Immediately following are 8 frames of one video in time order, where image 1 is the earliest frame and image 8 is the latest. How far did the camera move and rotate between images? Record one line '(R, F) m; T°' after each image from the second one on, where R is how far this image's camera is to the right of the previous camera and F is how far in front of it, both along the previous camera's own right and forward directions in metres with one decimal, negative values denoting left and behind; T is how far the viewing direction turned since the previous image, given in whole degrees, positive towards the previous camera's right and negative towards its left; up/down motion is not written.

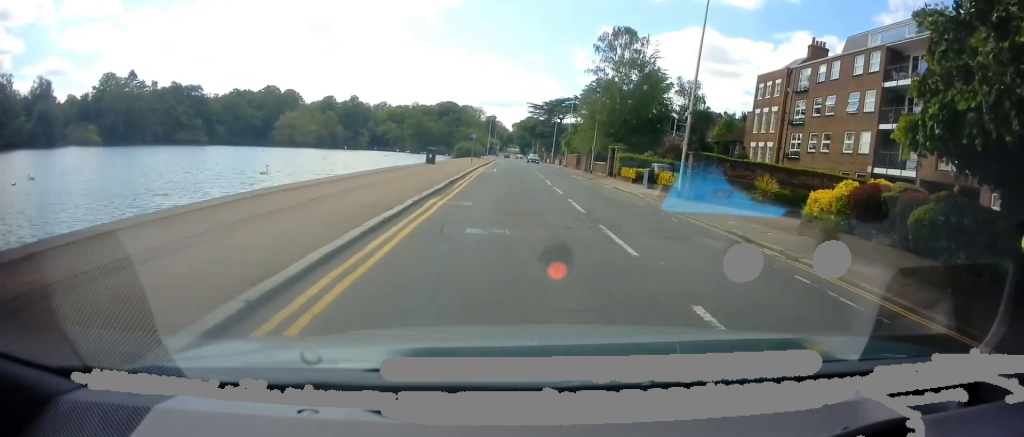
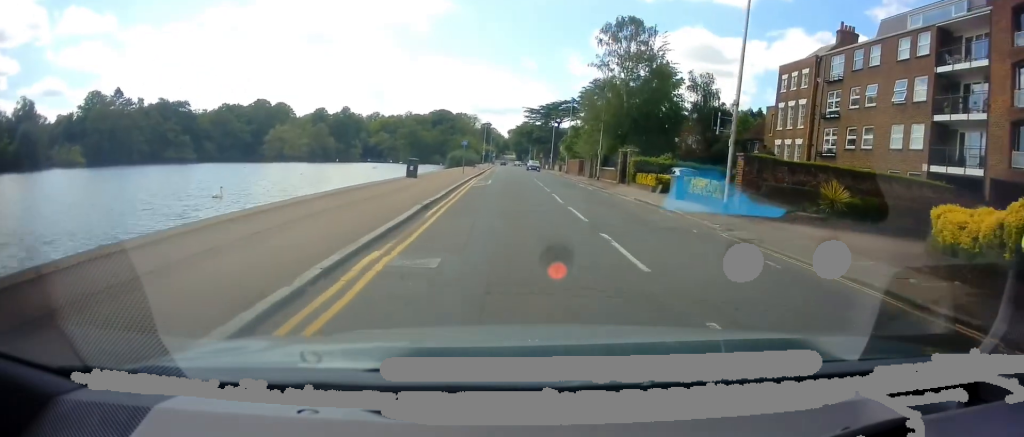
(-0.2, +6.0) m; -2°
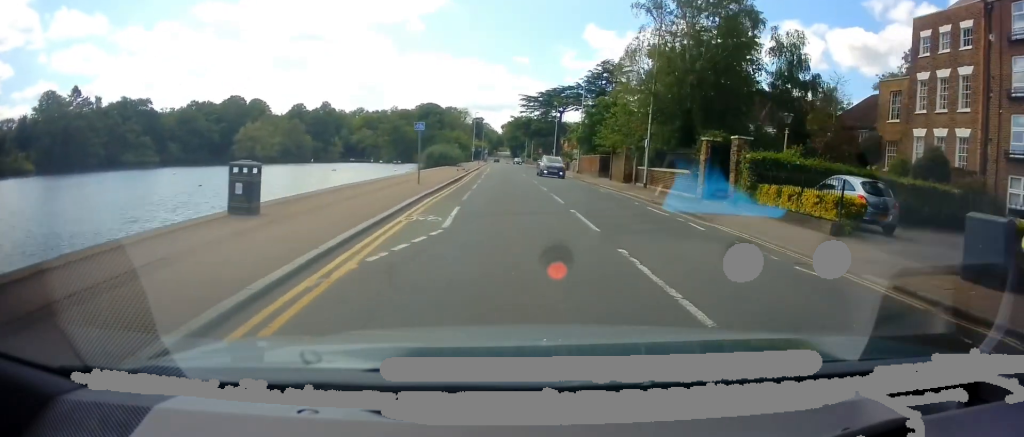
(+0.9, +18.7) m; +3°
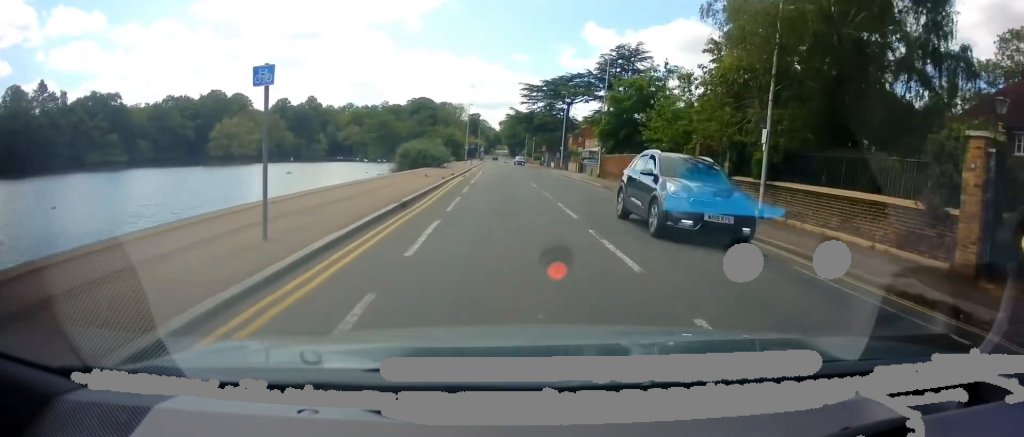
(-0.6, +15.0) m; -3°
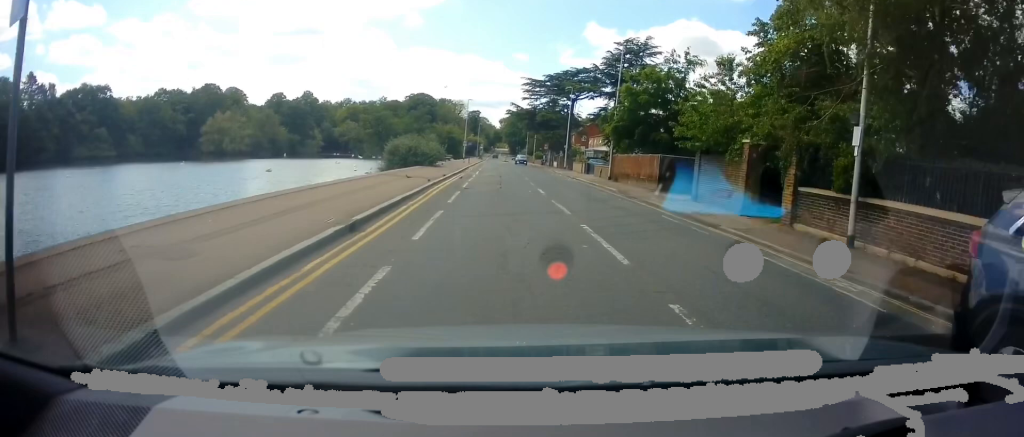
(0.0, +5.1) m; 0°
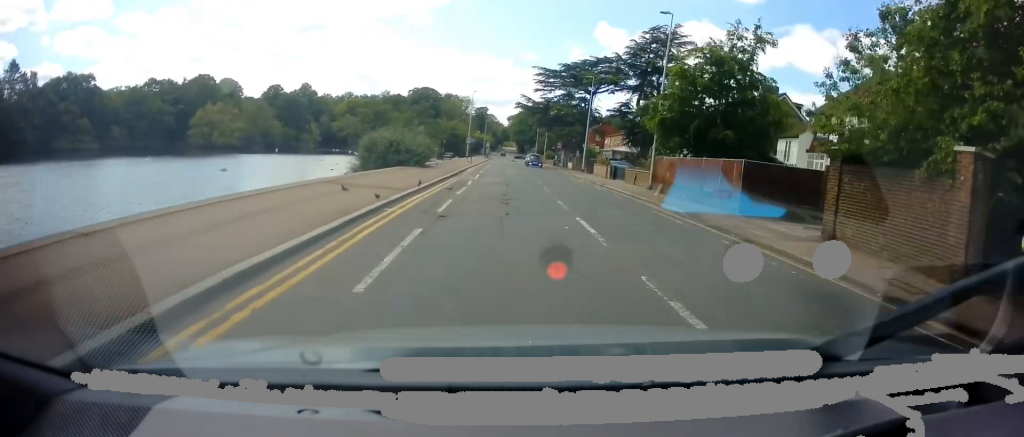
(0.0, +10.1) m; +2°
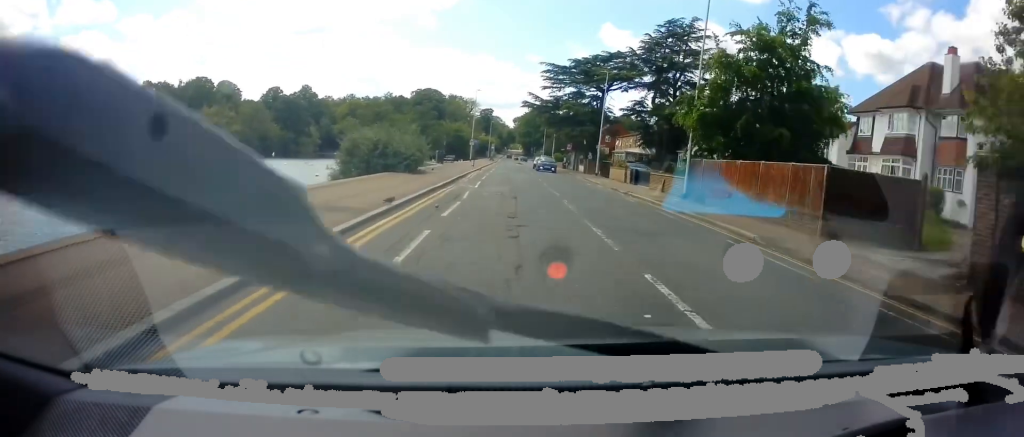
(0.0, +5.4) m; +1°
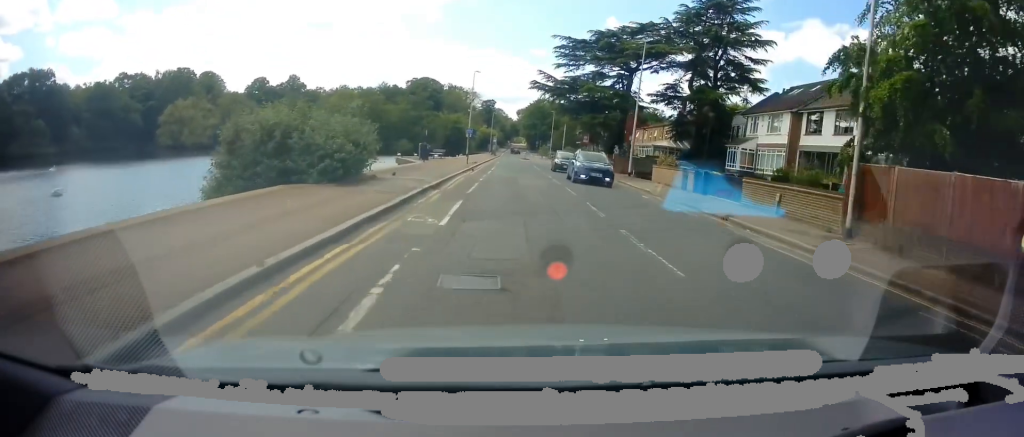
(+0.3, +13.5) m; -1°
